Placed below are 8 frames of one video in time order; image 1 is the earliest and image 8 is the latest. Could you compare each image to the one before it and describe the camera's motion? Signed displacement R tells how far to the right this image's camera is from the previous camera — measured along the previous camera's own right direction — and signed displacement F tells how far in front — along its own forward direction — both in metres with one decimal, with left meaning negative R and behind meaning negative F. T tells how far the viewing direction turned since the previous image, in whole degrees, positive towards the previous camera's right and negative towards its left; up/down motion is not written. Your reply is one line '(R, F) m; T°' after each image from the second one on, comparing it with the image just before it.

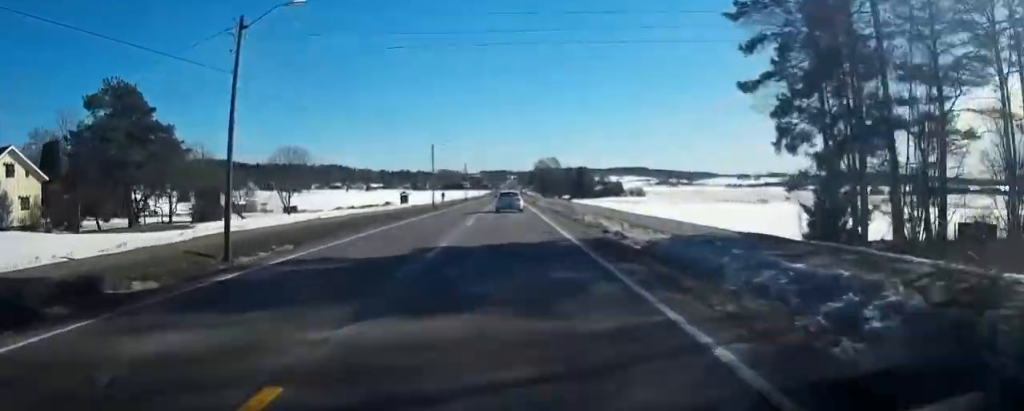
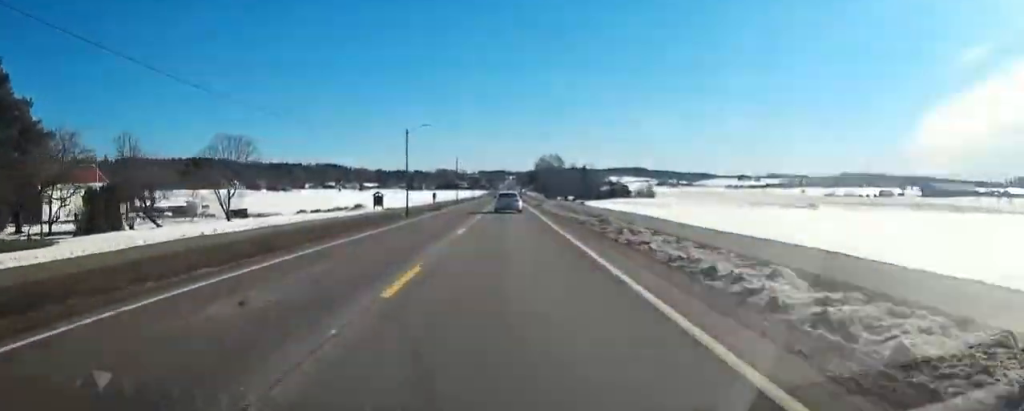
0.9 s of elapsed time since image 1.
(+0.2, +16.8) m; 0°
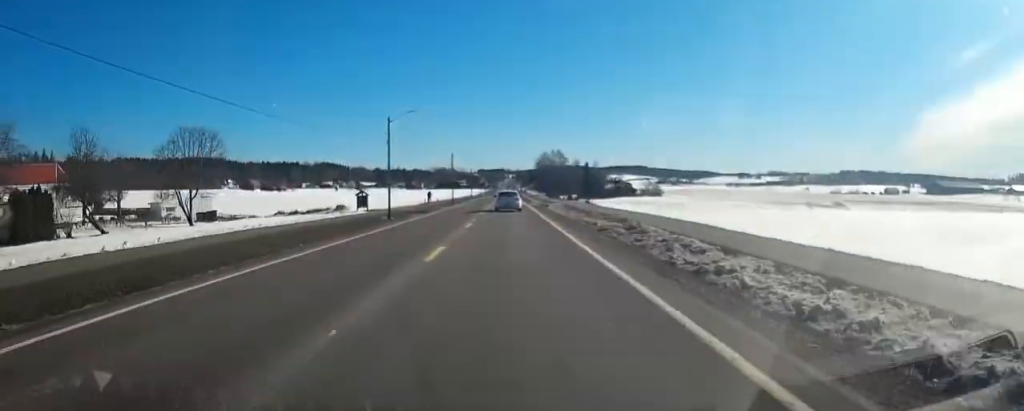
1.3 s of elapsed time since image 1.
(-0.1, +7.7) m; 0°
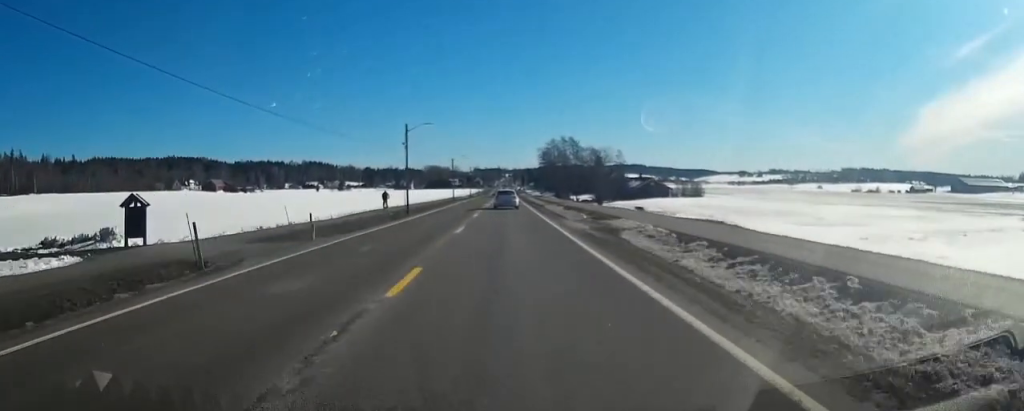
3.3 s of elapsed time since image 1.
(-0.1, +39.6) m; 0°
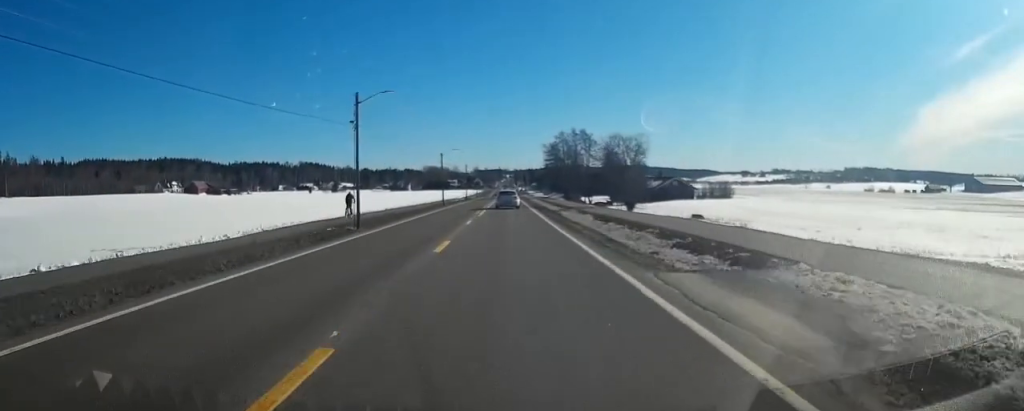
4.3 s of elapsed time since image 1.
(0.0, +17.6) m; 0°
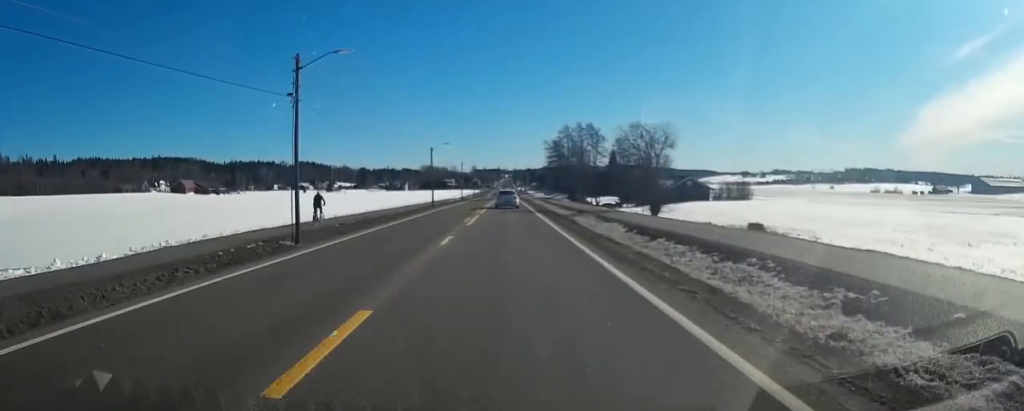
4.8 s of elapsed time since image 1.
(0.0, +10.0) m; 0°
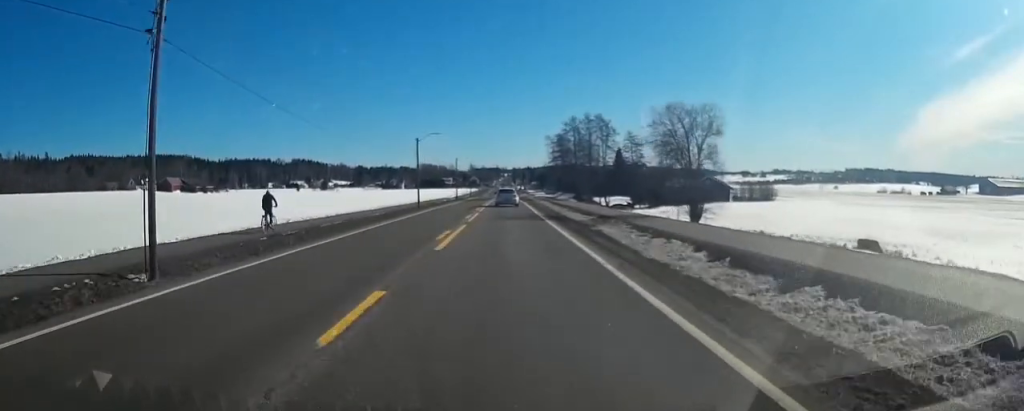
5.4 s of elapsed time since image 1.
(0.0, +10.6) m; 0°
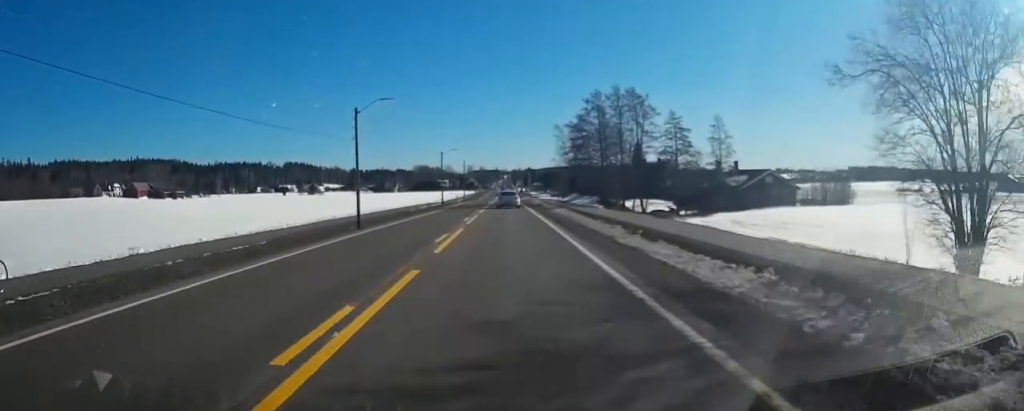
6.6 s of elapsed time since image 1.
(+0.2, +23.8) m; +1°
